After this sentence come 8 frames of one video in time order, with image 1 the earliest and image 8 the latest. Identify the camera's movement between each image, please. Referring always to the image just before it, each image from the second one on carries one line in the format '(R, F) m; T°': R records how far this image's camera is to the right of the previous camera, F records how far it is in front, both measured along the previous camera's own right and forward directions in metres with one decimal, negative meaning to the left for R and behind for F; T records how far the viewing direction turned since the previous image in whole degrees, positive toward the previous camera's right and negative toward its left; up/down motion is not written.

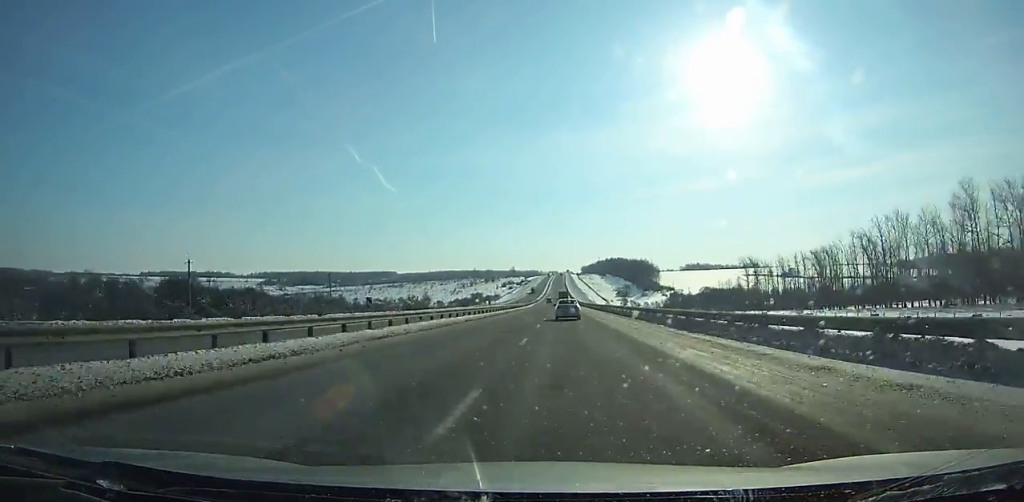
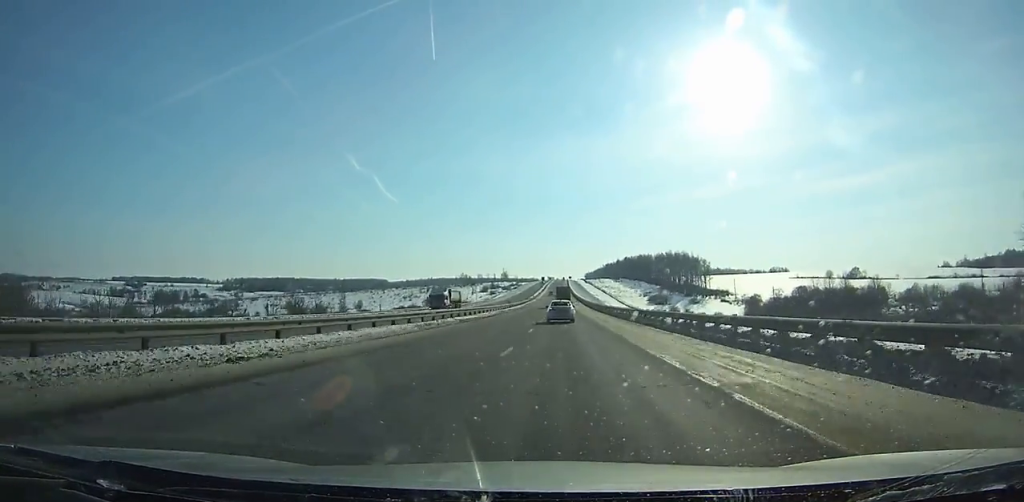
(+0.2, +147.1) m; 0°
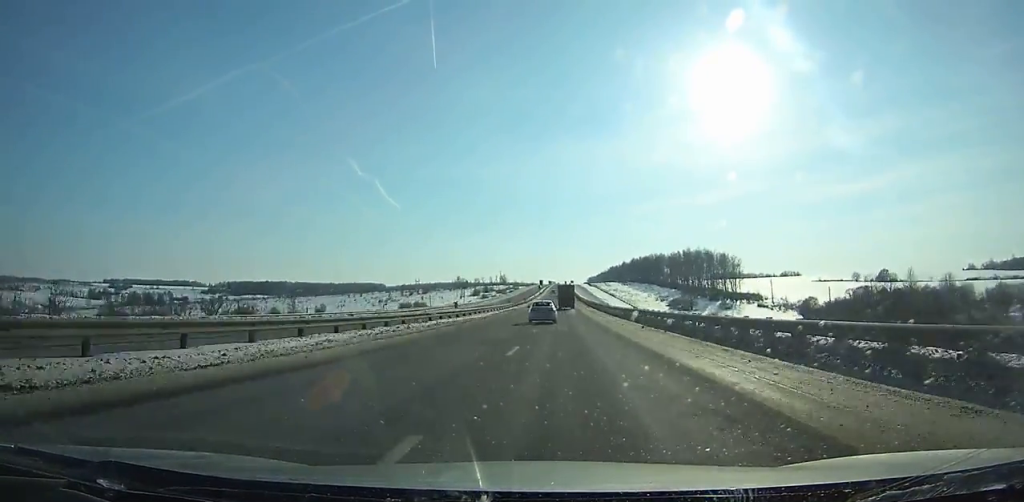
(-0.3, +47.2) m; 0°
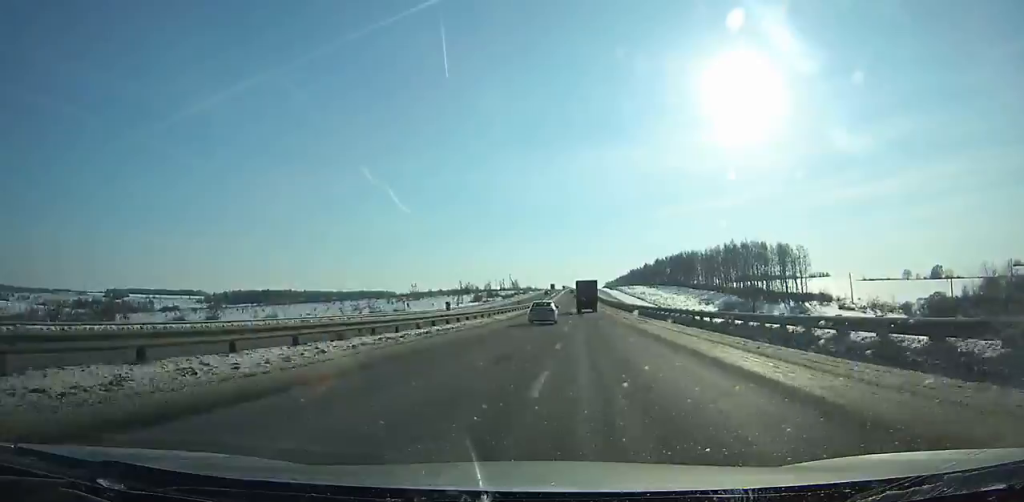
(-0.2, +53.5) m; 0°
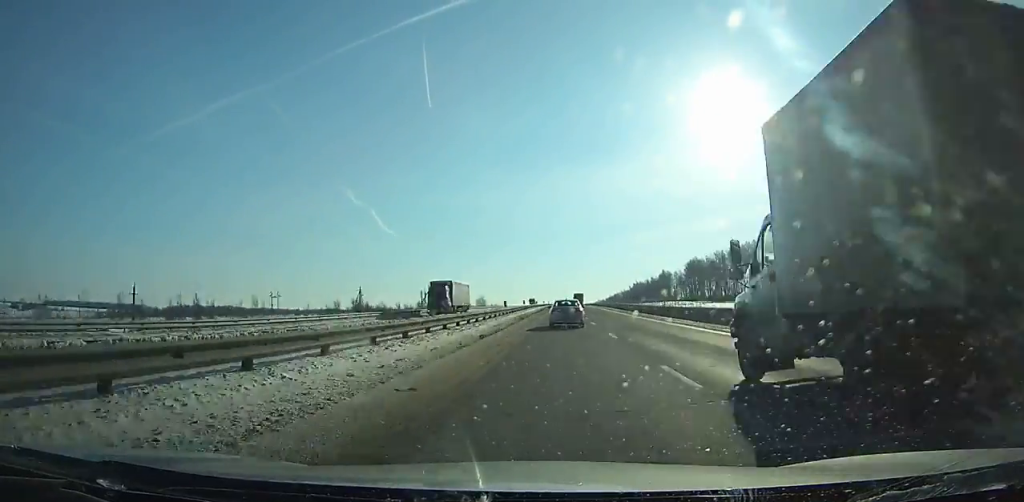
(+1.2, +171.1) m; +1°
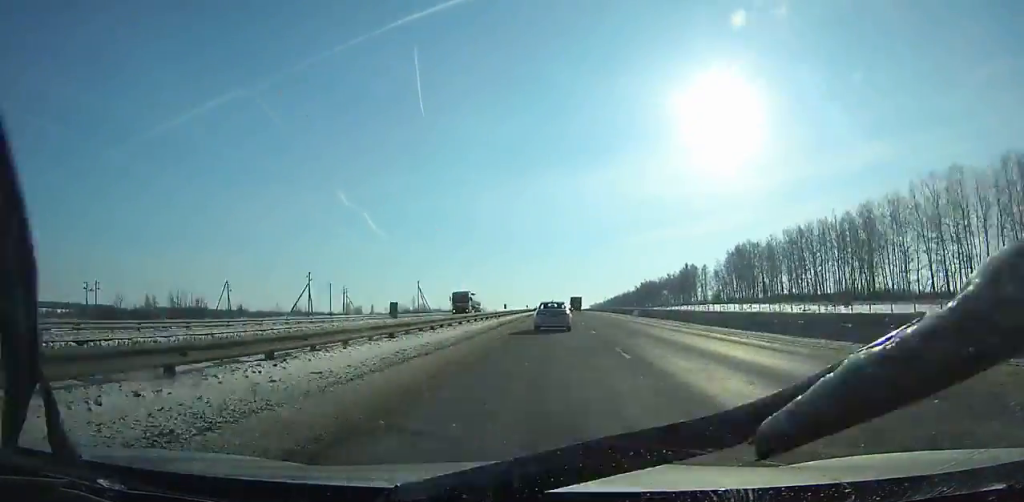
(+0.7, +90.2) m; 0°
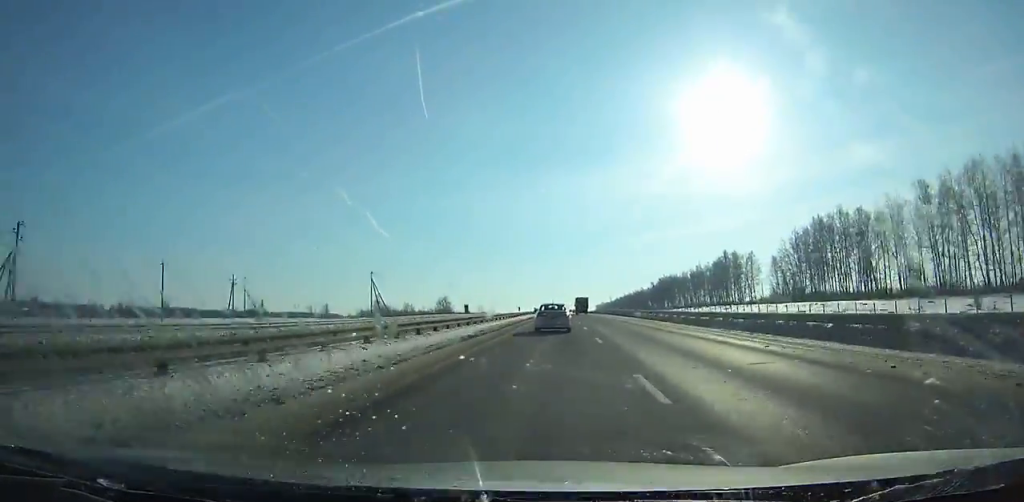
(+0.1, +64.4) m; 0°
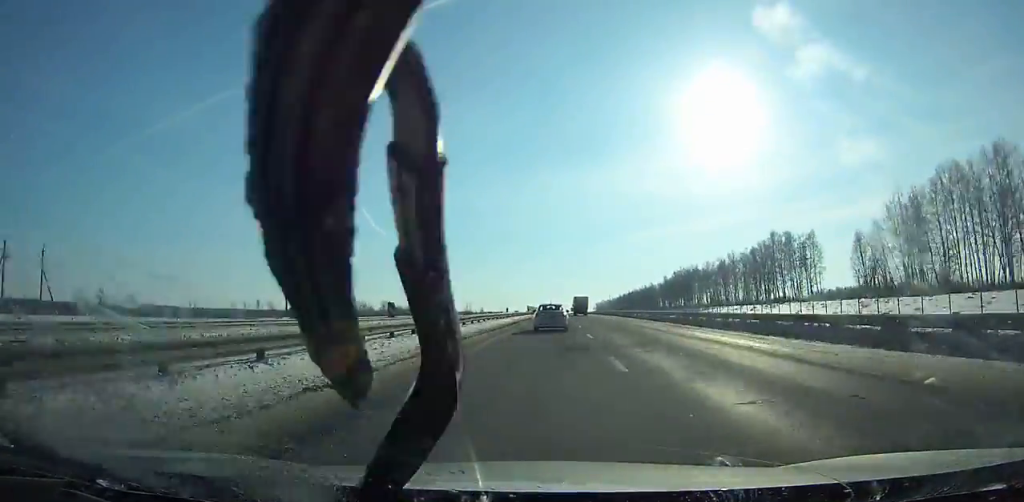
(0.0, +57.8) m; 0°
